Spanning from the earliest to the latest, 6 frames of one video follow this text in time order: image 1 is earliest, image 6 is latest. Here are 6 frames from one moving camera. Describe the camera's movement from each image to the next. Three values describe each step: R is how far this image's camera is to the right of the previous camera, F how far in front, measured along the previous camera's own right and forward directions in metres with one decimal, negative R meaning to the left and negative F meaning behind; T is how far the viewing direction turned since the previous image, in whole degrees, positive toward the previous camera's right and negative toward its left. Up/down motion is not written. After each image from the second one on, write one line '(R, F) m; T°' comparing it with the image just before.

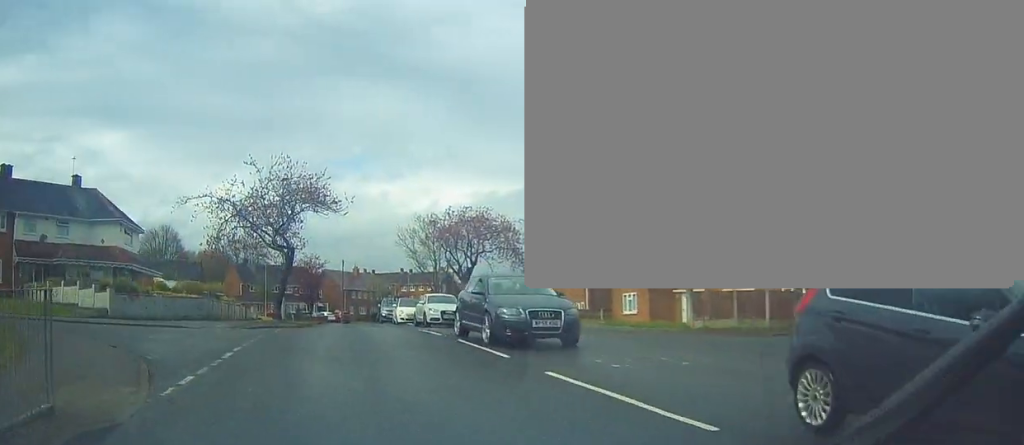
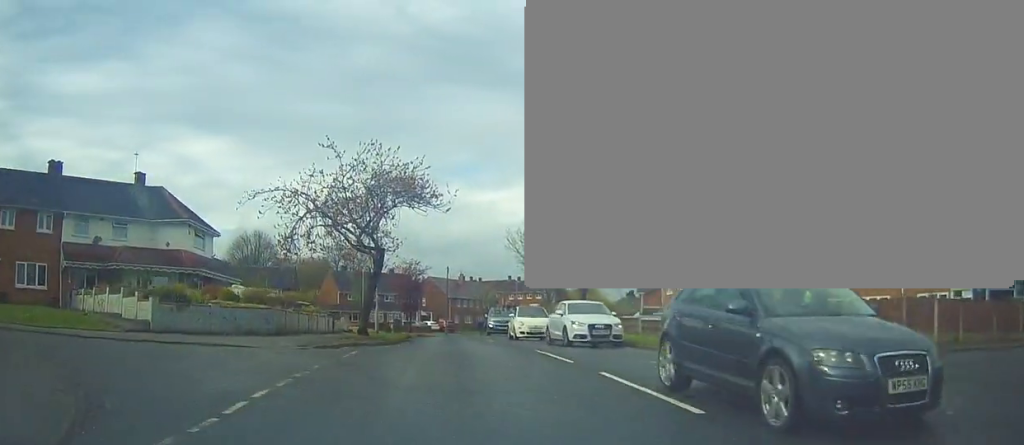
(-0.1, +4.1) m; -8°
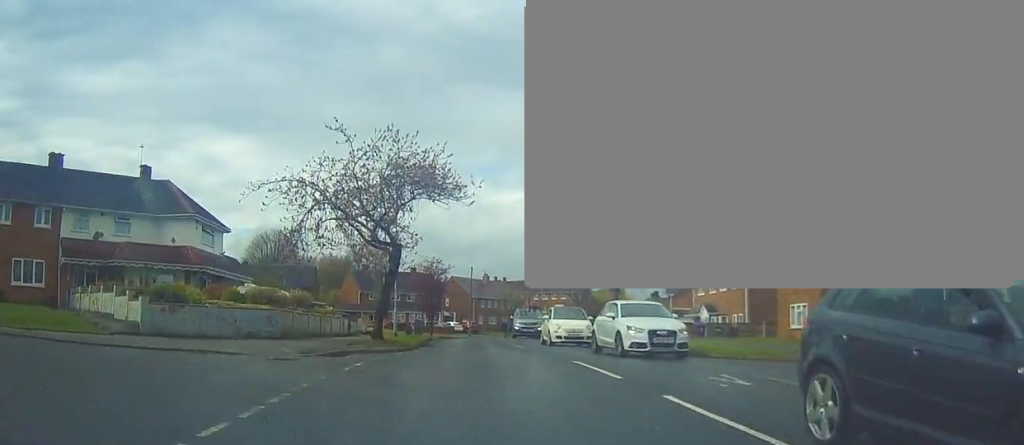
(-0.2, +2.0) m; -5°
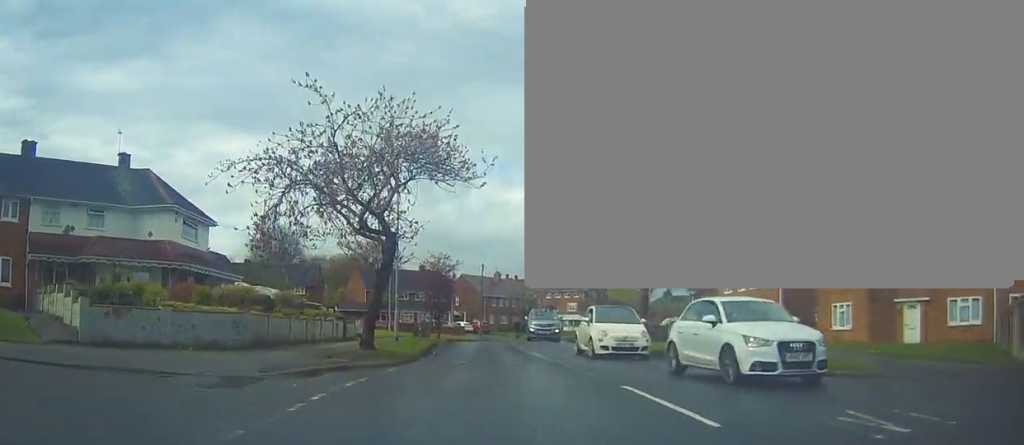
(-0.2, +3.4) m; -2°
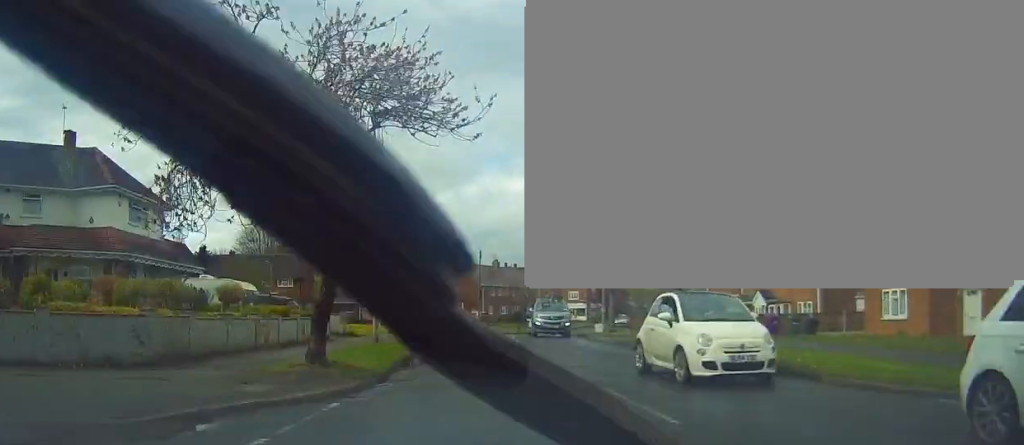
(0.0, +4.8) m; +3°
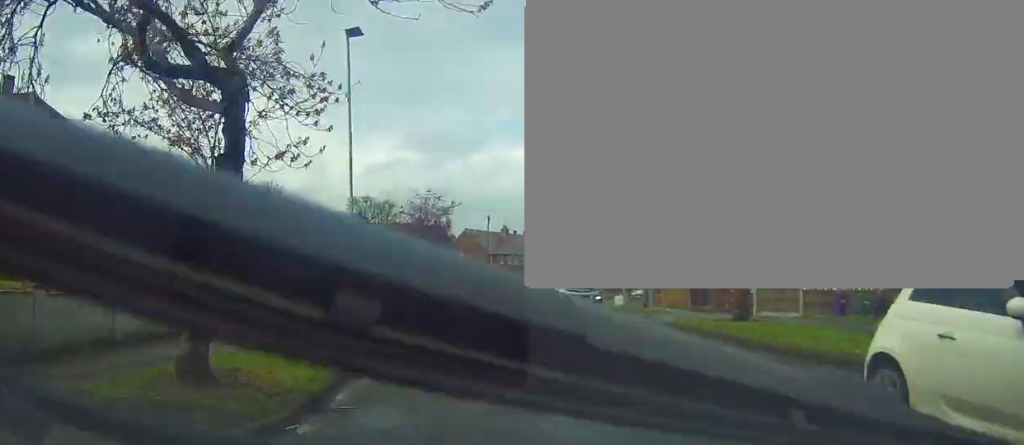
(+0.3, +5.4) m; 0°
